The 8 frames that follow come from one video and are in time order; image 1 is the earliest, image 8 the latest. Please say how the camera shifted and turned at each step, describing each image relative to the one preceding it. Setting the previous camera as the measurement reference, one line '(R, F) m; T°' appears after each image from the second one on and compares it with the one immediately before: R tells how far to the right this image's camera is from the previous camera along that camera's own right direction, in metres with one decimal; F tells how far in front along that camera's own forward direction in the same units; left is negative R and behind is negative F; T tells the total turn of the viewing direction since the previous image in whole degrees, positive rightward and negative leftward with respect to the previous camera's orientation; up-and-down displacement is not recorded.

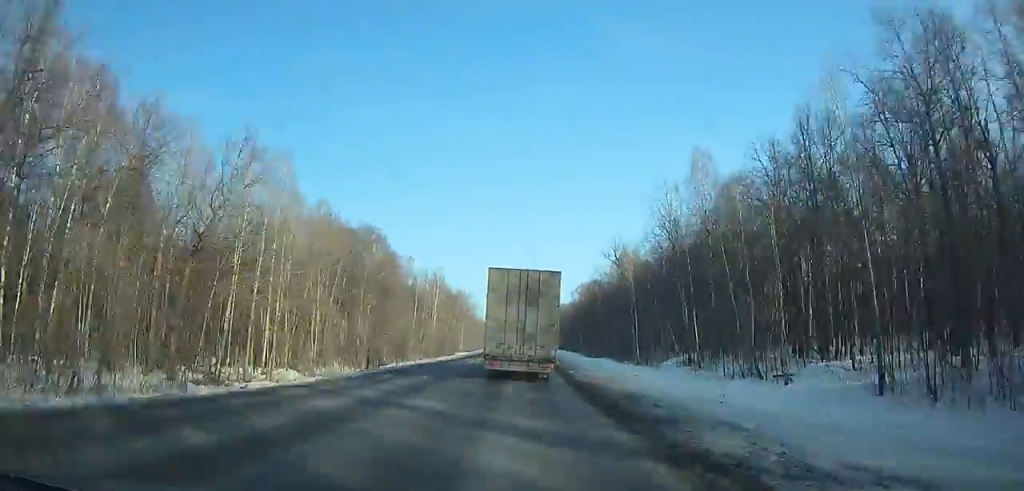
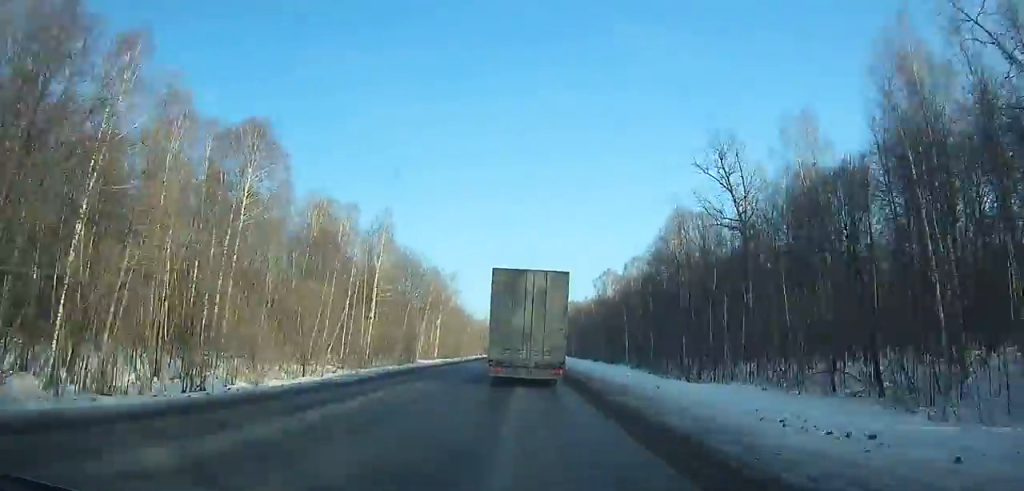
(0.0, +64.6) m; 0°
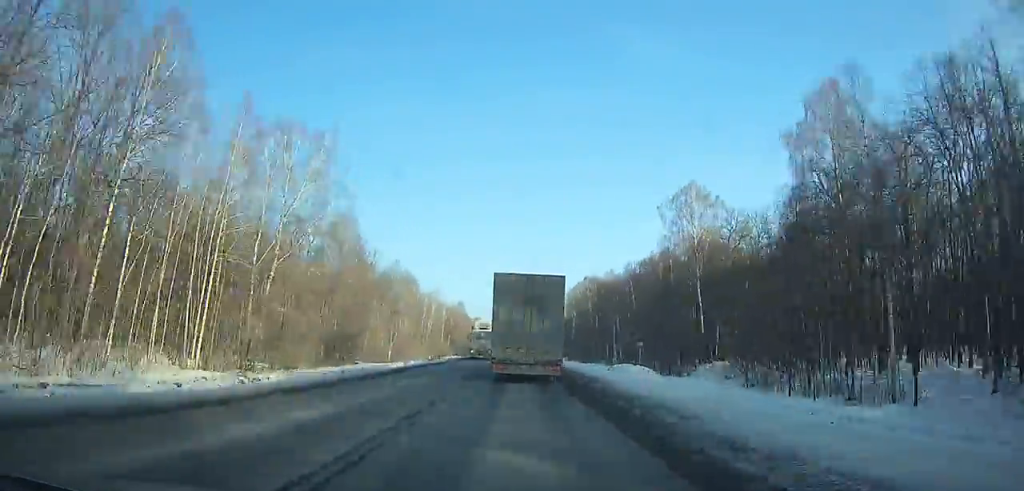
(+0.7, +101.5) m; +1°
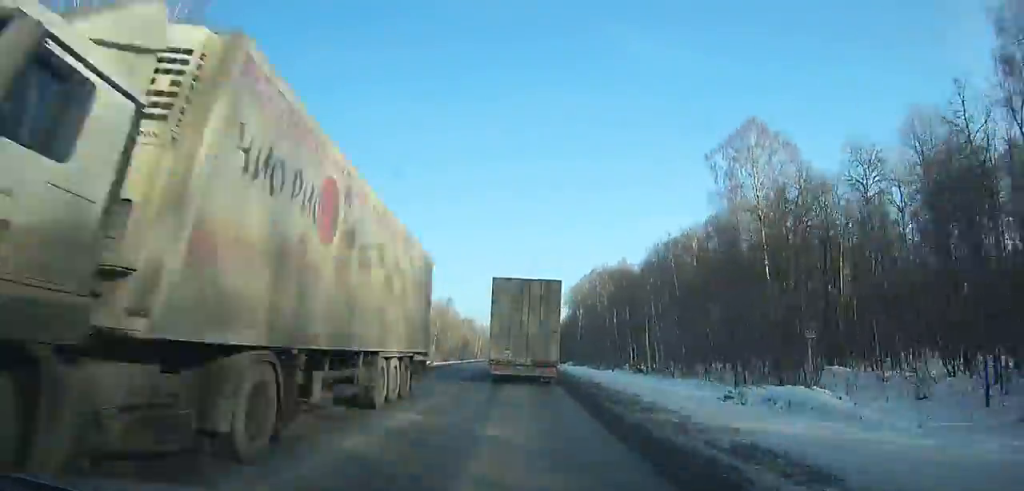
(+0.1, +27.2) m; 0°
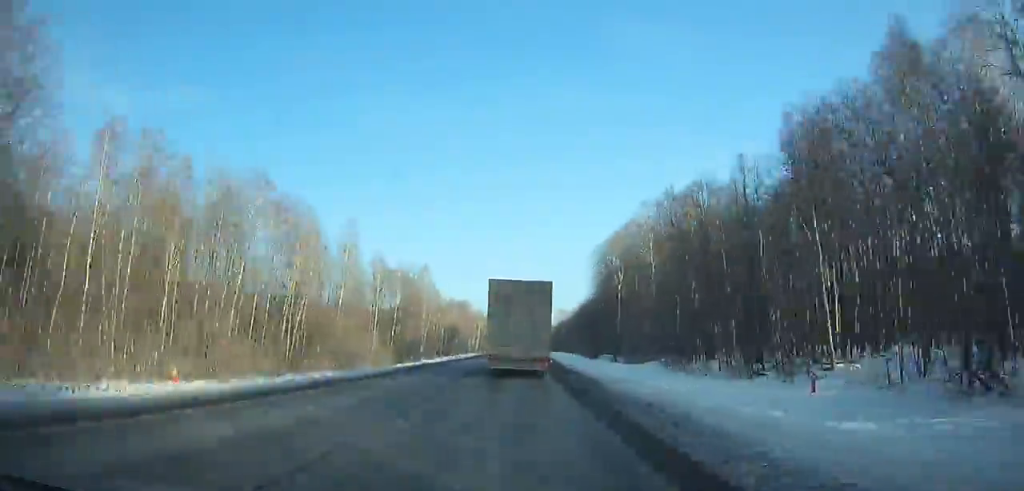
(-0.3, +60.6) m; 0°
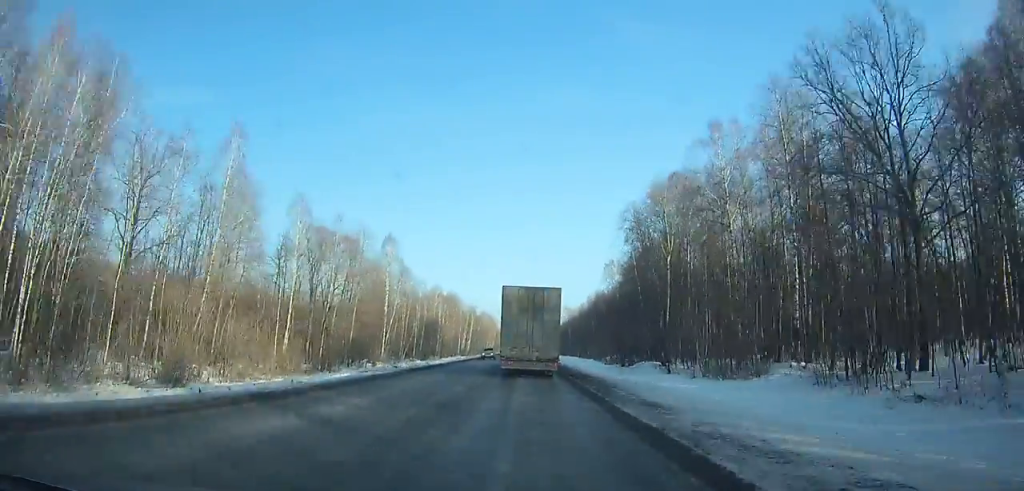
(-0.2, +37.8) m; 0°
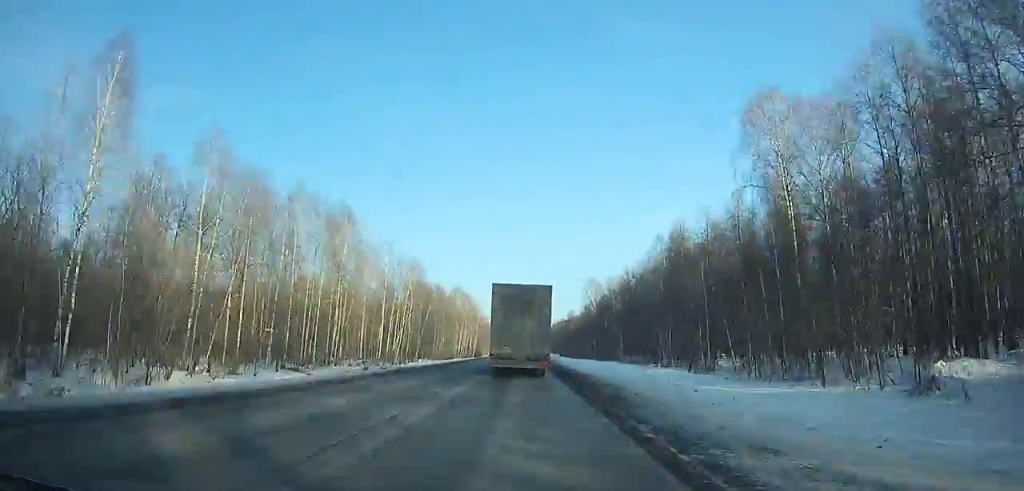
(+0.1, +115.6) m; 0°
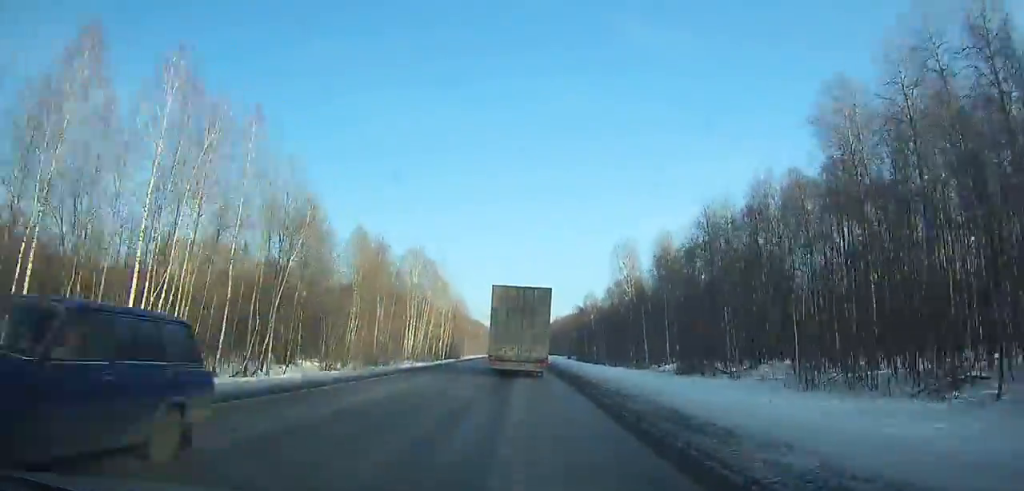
(0.0, +65.4) m; 0°
